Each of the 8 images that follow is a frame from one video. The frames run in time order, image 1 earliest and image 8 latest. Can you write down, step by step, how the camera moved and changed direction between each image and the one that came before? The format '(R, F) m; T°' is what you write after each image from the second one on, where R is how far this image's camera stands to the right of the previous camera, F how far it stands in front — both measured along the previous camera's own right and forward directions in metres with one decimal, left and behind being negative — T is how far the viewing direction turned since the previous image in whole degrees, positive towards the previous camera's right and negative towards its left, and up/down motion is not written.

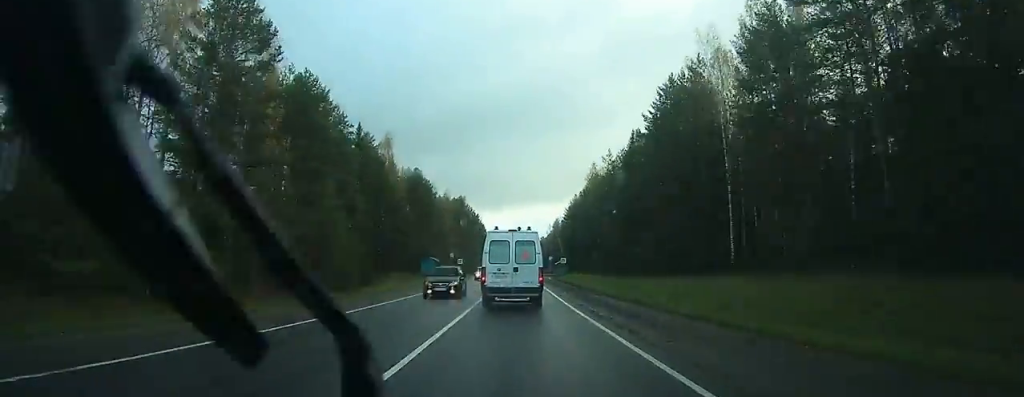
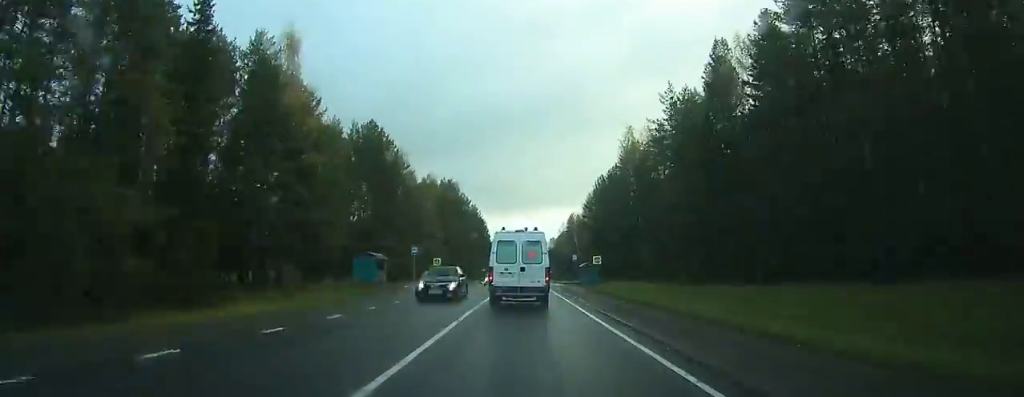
(-0.8, +40.3) m; -1°
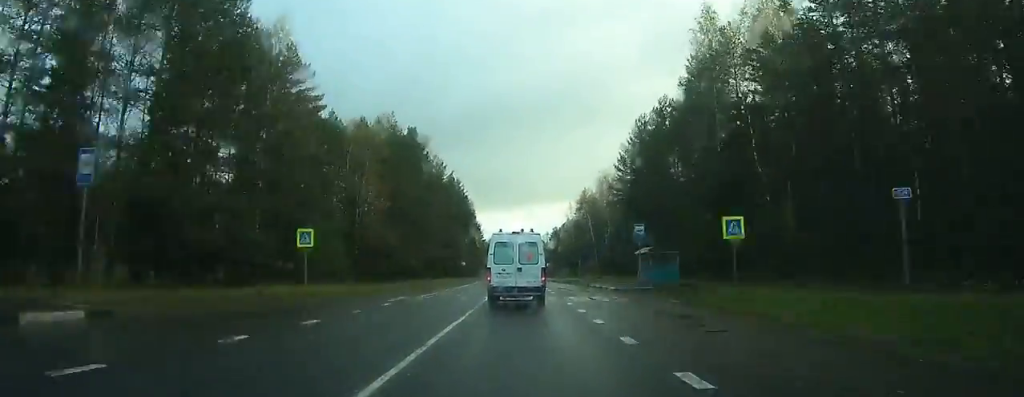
(+0.1, +46.2) m; 0°
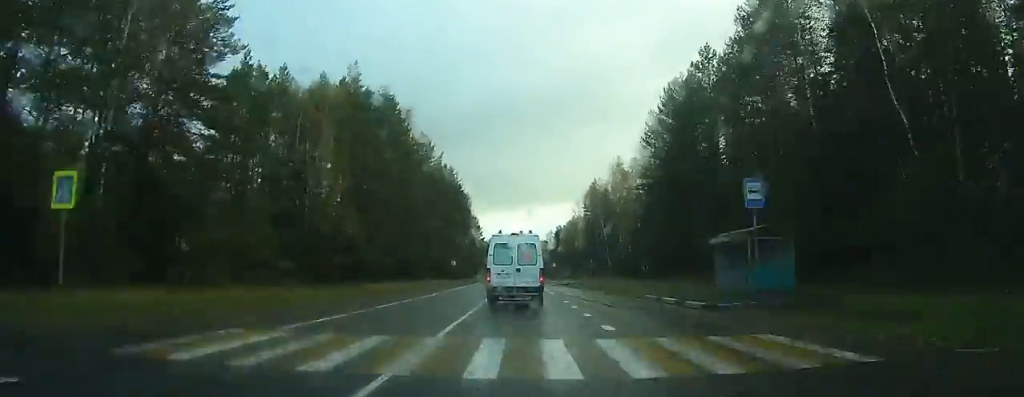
(+0.1, +17.8) m; 0°
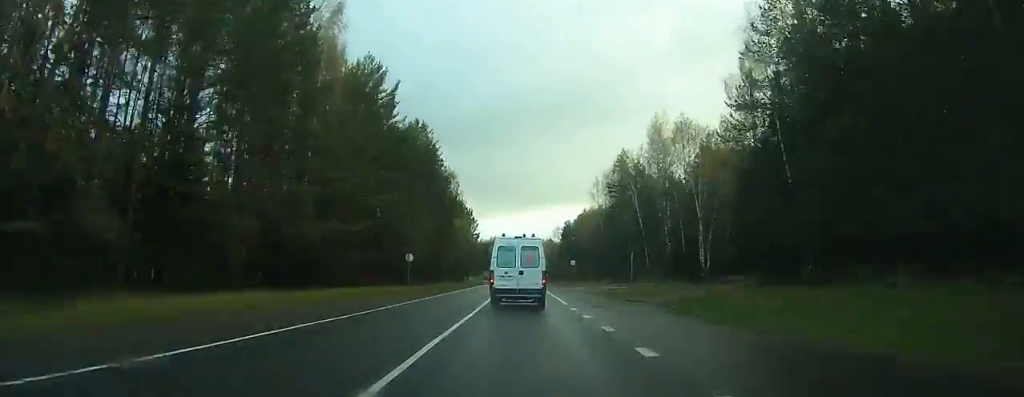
(-0.1, +36.0) m; -1°
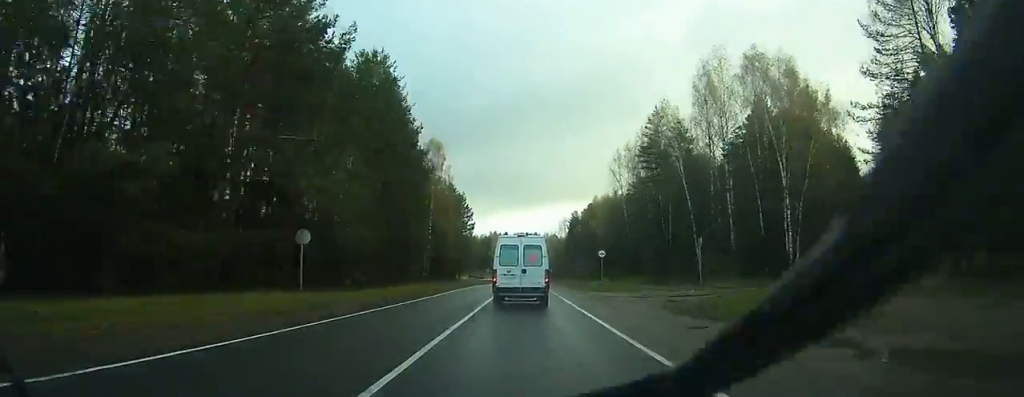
(-0.1, +25.5) m; 0°
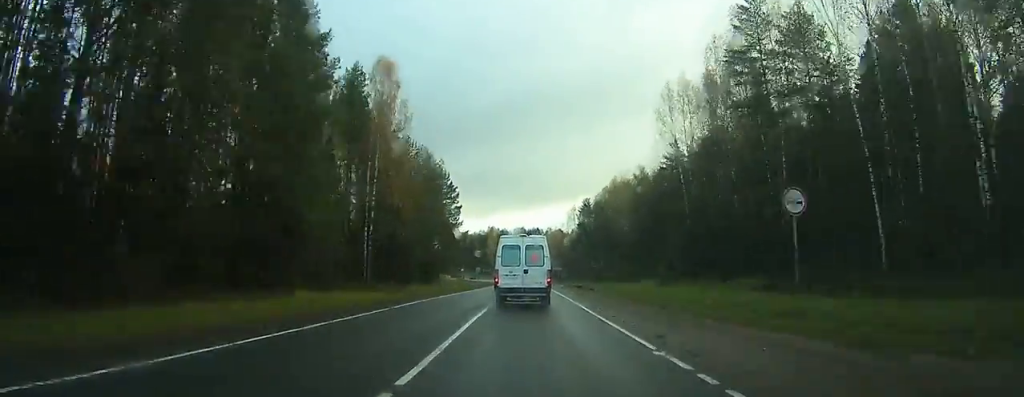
(-0.2, +35.7) m; 0°
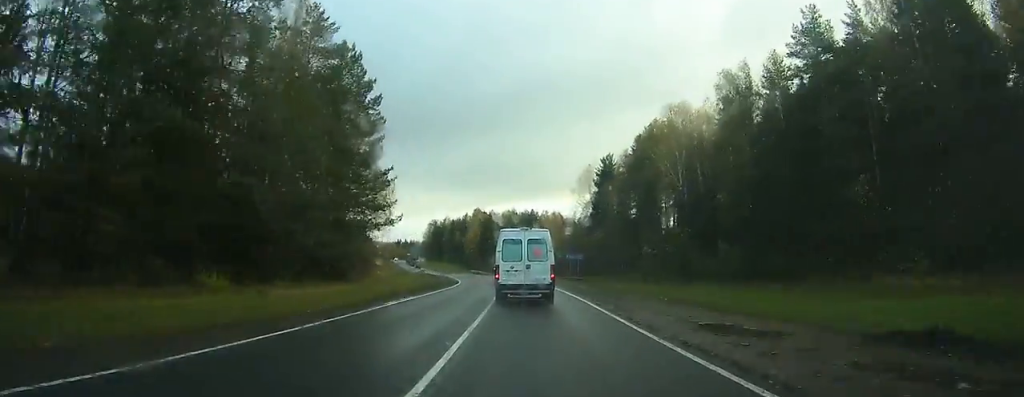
(+0.2, +59.3) m; +1°
